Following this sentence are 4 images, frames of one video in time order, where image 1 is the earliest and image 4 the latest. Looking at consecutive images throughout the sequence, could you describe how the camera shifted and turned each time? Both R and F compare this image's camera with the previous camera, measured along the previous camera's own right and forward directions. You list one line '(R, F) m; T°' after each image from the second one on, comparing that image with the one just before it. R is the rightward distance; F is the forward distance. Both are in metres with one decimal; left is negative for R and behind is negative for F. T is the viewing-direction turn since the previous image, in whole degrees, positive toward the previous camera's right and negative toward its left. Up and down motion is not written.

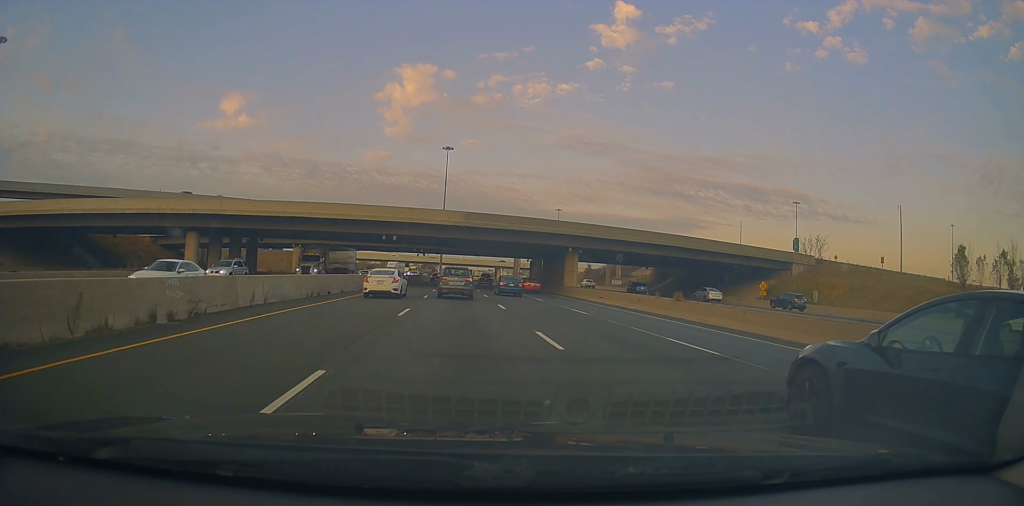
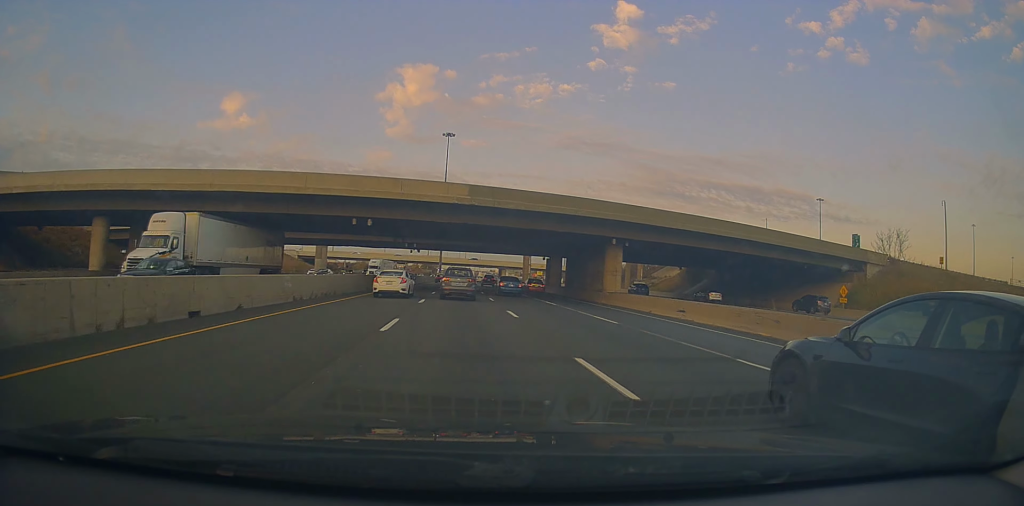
(-0.1, +16.2) m; 0°
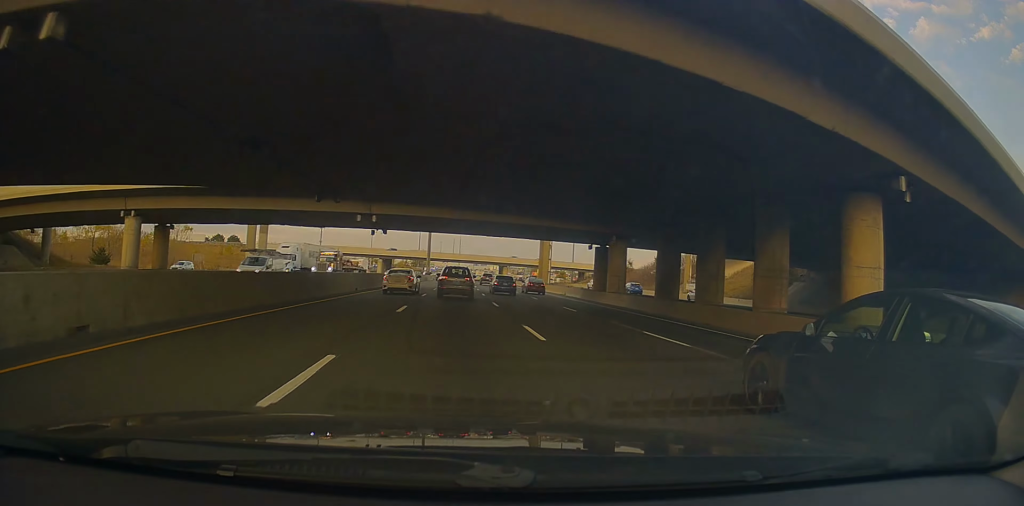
(+0.1, +31.2) m; 0°
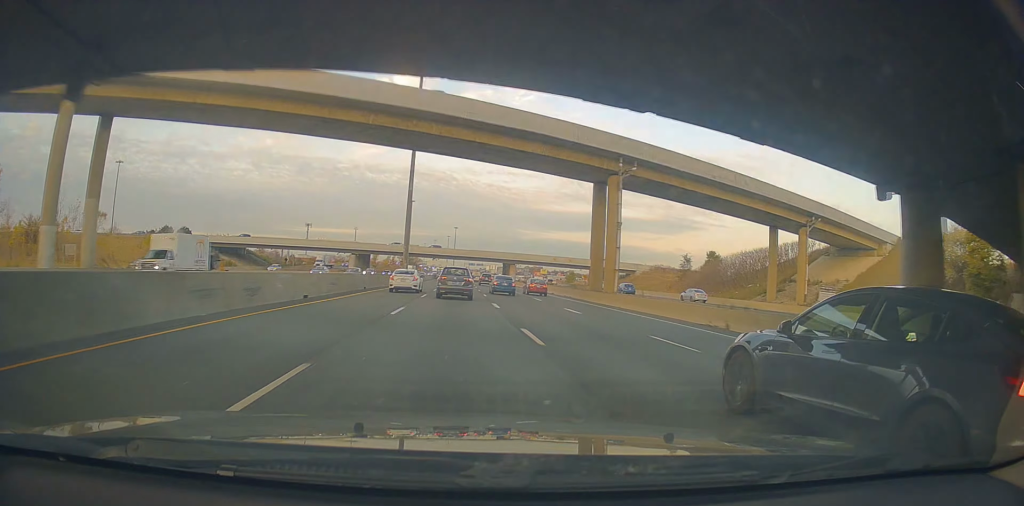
(+0.1, +37.7) m; +1°
